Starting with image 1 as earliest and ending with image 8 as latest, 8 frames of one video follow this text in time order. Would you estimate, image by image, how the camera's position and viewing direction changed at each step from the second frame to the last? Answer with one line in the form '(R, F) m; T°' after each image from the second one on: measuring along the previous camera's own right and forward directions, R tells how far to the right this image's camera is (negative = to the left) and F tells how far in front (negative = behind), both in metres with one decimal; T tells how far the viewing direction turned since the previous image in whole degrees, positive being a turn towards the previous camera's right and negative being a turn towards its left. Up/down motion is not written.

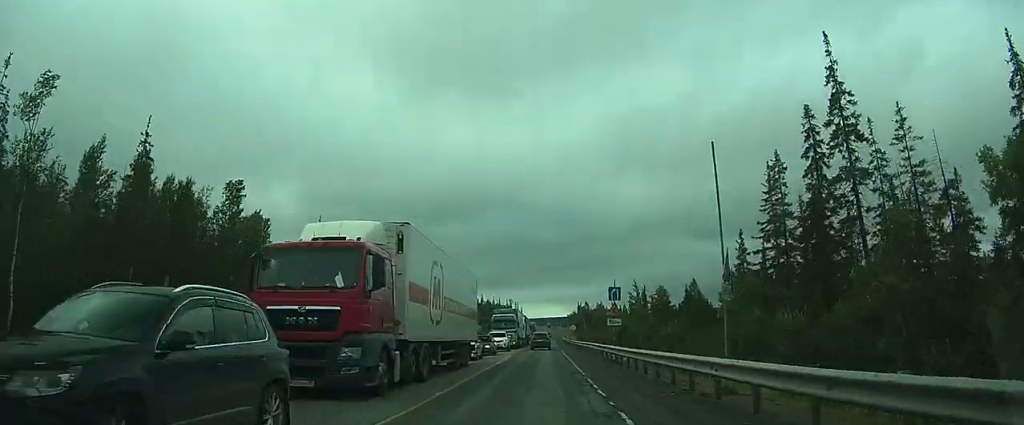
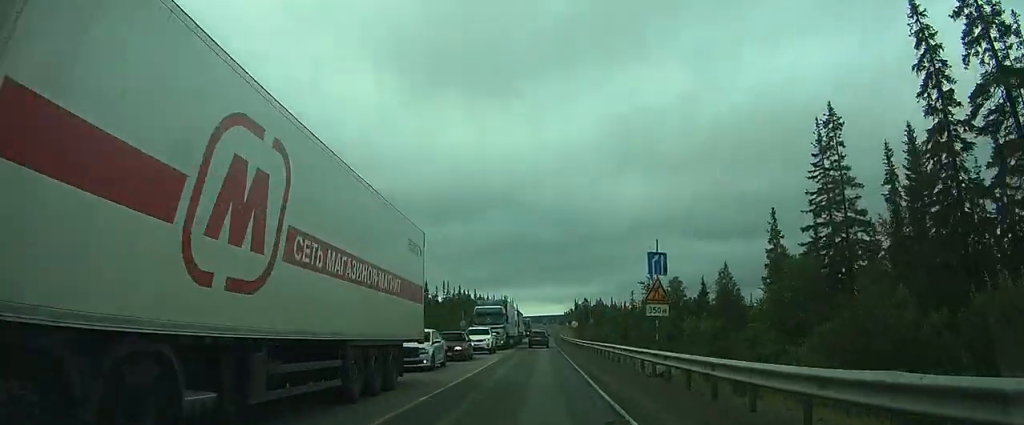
(-0.1, +12.6) m; -1°
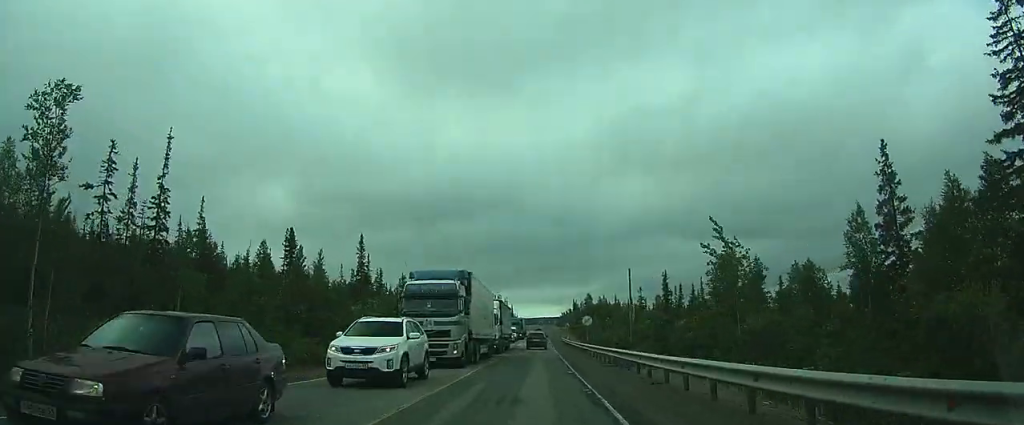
(-0.3, +24.1) m; -1°
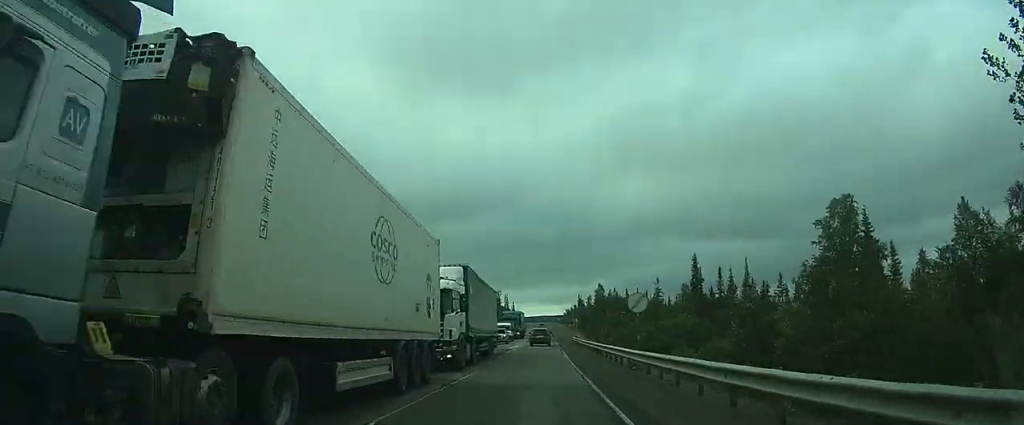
(0.0, +22.8) m; 0°
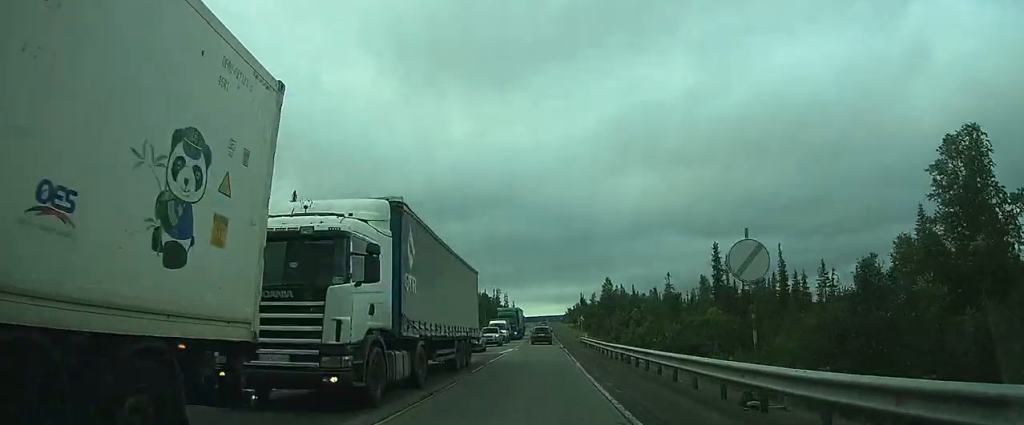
(0.0, +12.2) m; 0°
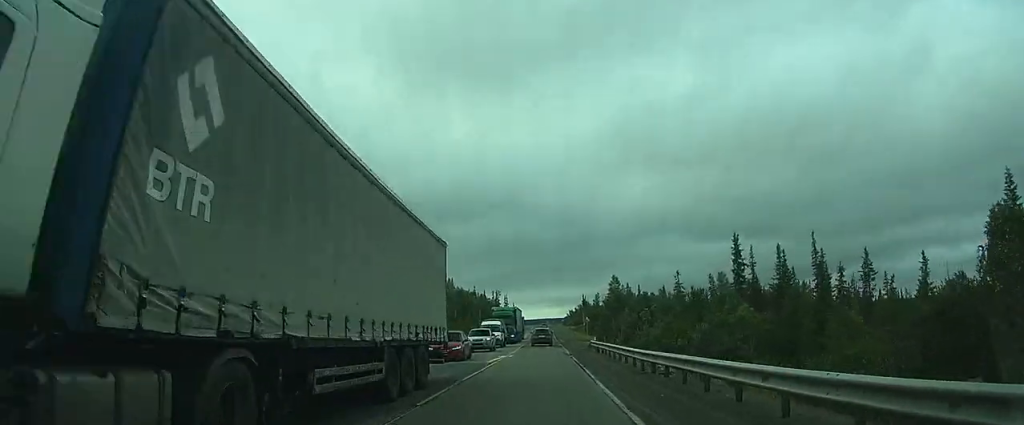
(0.0, +9.3) m; 0°
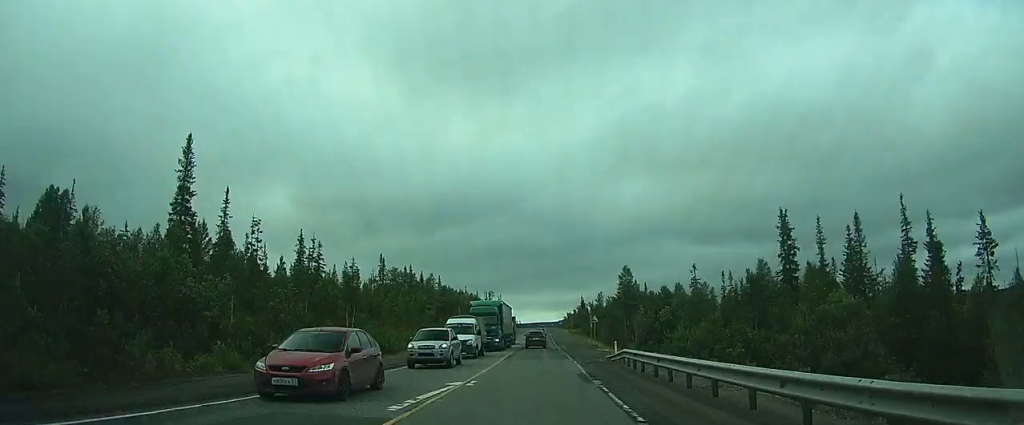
(0.0, +18.1) m; 0°
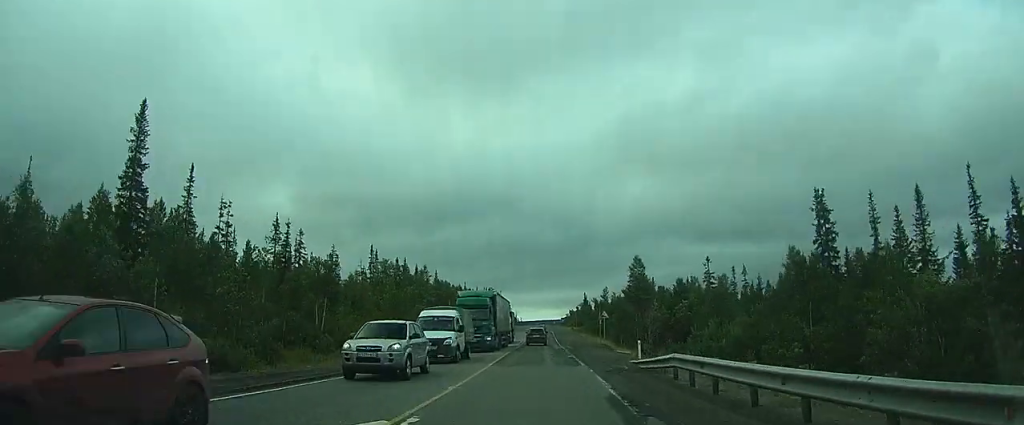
(0.0, +8.6) m; 0°
